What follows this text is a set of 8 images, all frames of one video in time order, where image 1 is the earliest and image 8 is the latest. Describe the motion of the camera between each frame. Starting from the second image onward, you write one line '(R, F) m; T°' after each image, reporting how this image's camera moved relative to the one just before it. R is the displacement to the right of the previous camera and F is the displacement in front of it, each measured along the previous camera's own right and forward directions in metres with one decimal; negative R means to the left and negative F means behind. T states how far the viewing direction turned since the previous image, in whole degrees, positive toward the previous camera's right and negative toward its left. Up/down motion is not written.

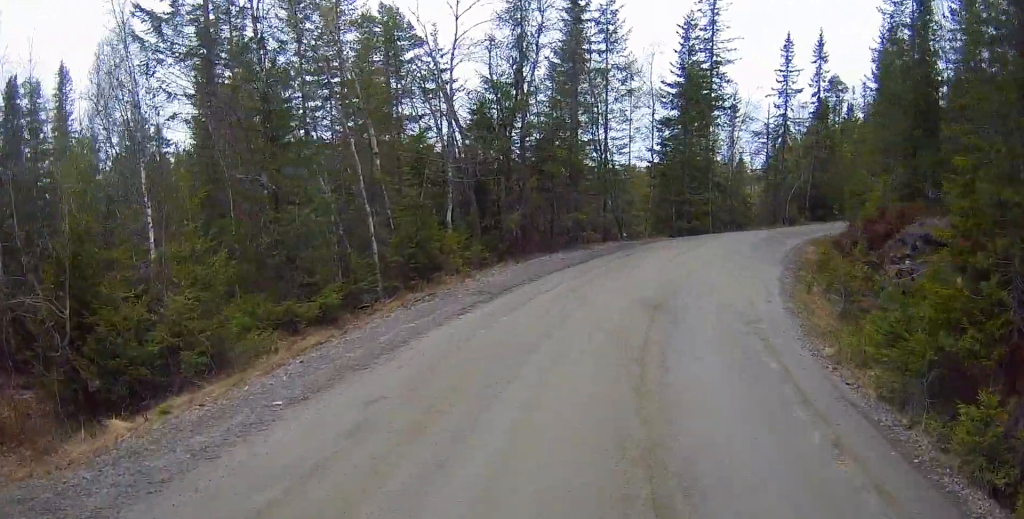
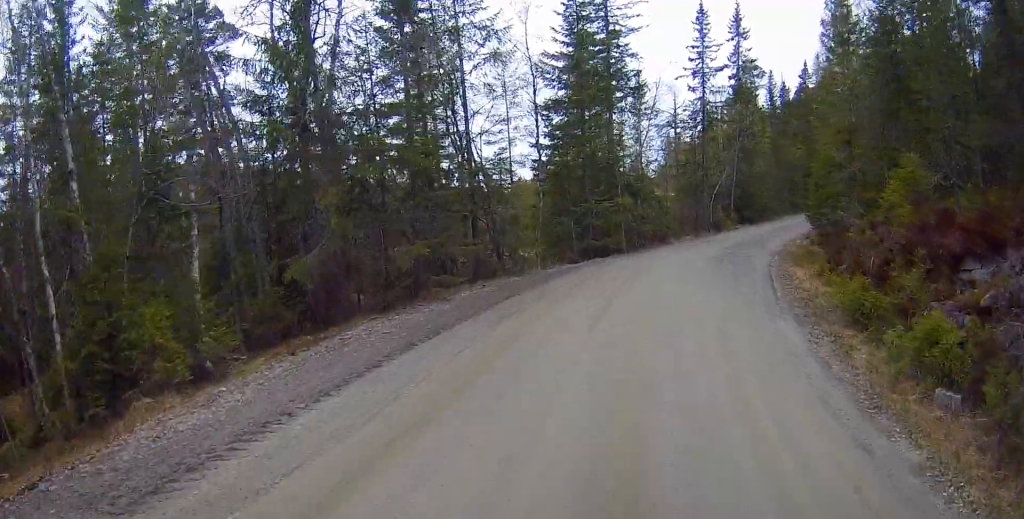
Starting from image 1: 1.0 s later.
(+0.8, +8.3) m; +10°
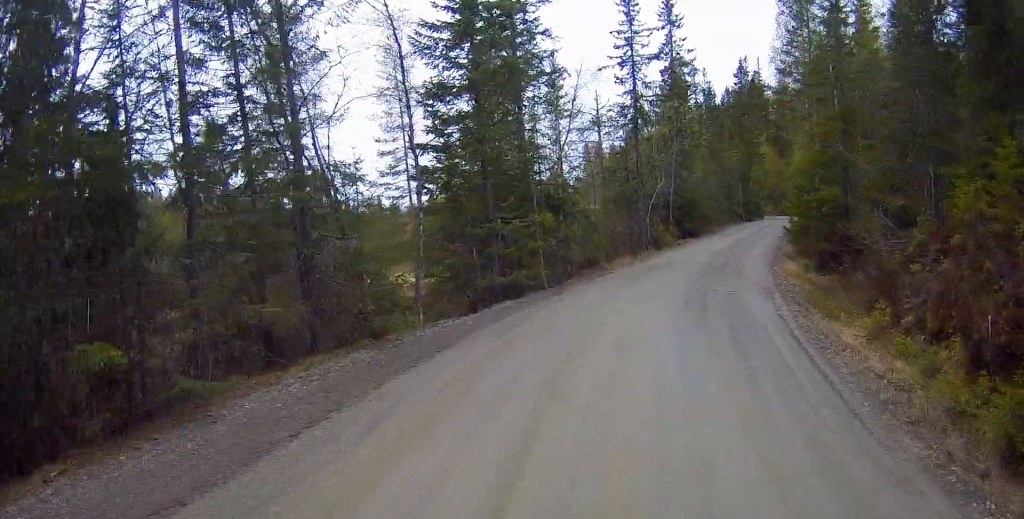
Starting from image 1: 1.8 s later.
(+0.4, +6.6) m; +7°
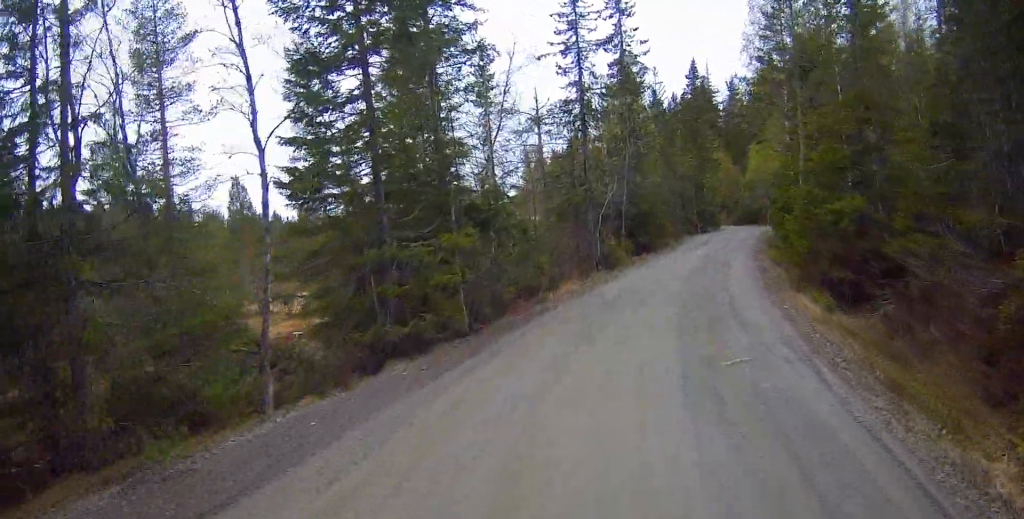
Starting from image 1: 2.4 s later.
(+0.3, +5.2) m; +3°
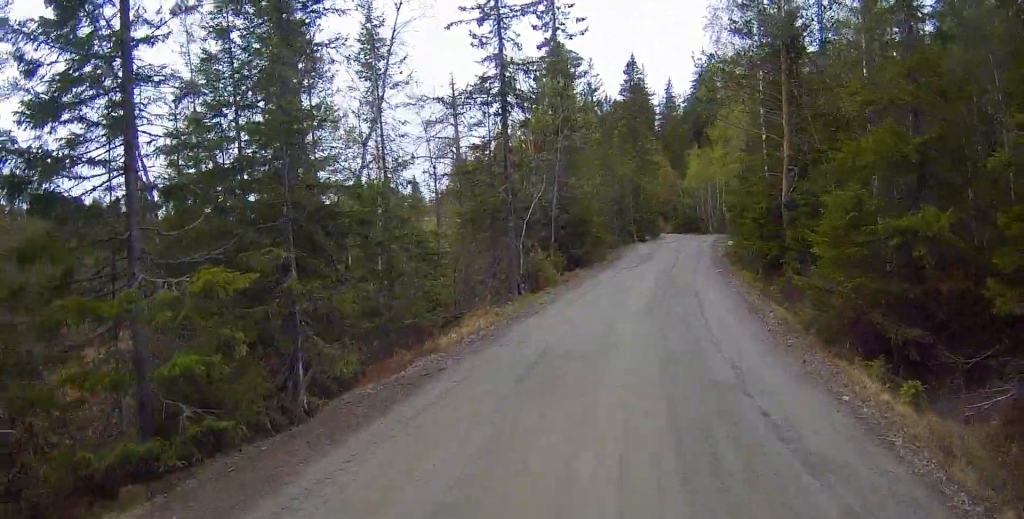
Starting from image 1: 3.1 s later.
(+0.1, +6.0) m; +3°
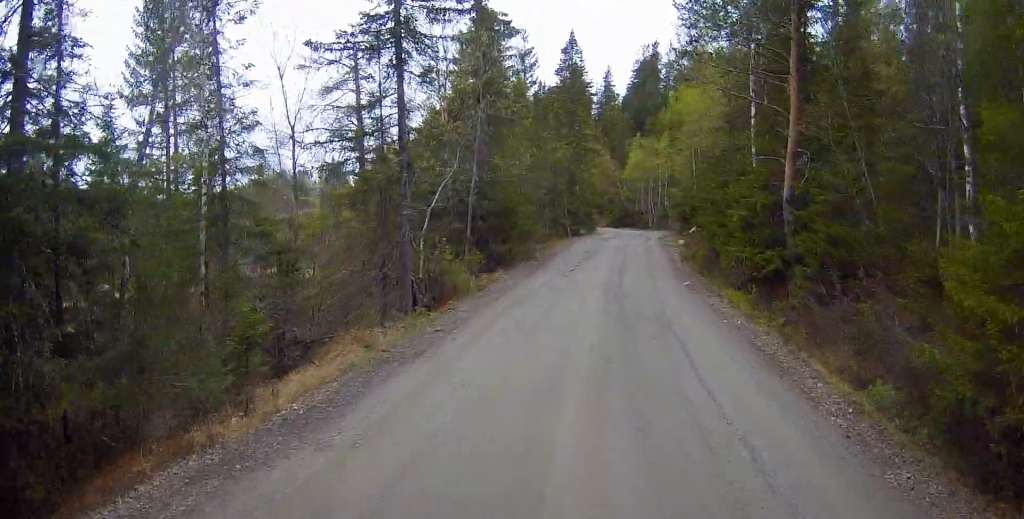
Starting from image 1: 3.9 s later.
(+0.2, +6.1) m; +4°
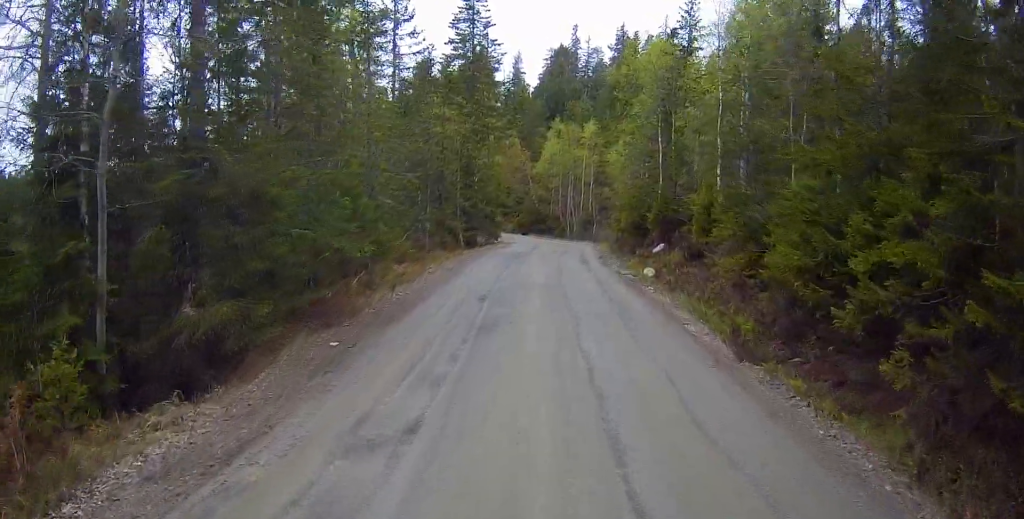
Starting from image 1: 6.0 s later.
(+2.3, +16.5) m; +13°
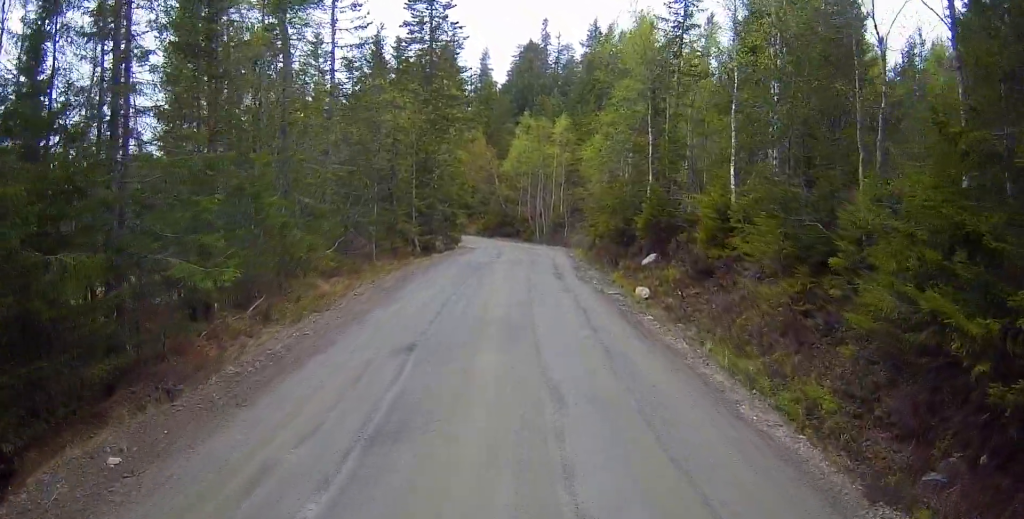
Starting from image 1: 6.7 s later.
(+0.2, +4.8) m; 0°
